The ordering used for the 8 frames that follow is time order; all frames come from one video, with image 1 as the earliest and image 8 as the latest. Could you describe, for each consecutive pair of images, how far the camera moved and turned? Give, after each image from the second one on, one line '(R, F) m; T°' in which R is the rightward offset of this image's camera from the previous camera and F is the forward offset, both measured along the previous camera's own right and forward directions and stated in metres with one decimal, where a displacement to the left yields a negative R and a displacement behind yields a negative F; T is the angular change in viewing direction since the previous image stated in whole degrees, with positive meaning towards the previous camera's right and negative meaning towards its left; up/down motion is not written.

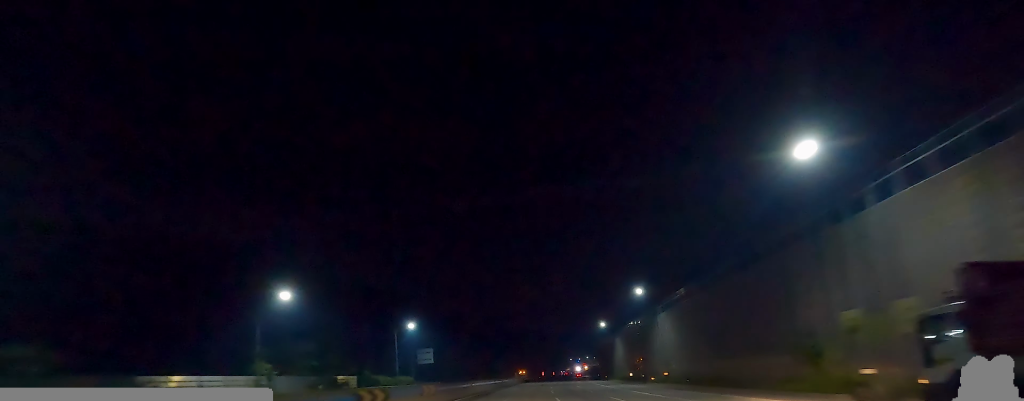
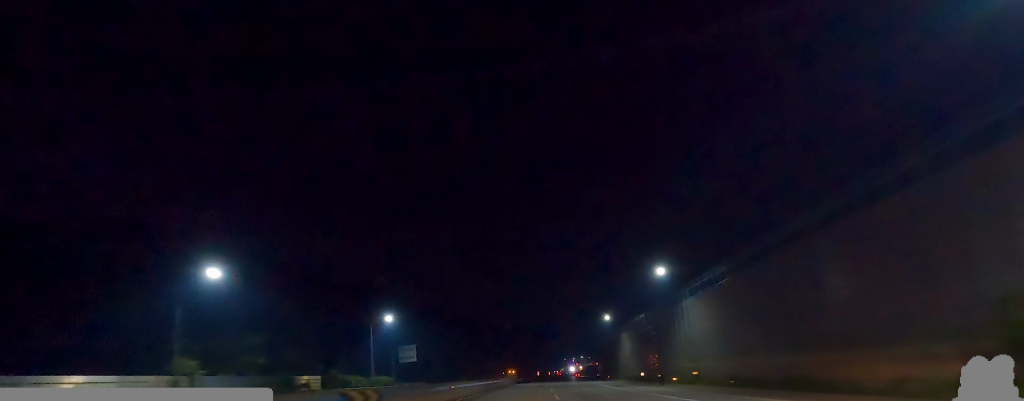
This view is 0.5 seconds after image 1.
(+0.1, +13.6) m; 0°
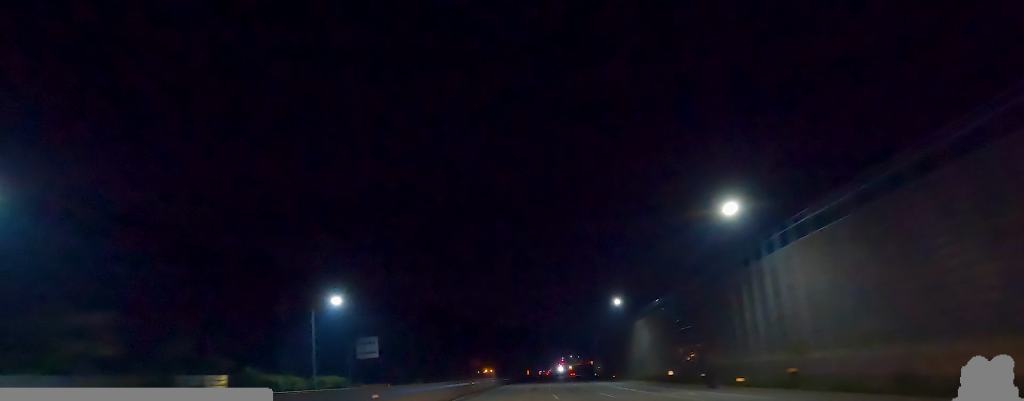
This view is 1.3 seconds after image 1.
(-0.1, +21.5) m; 0°
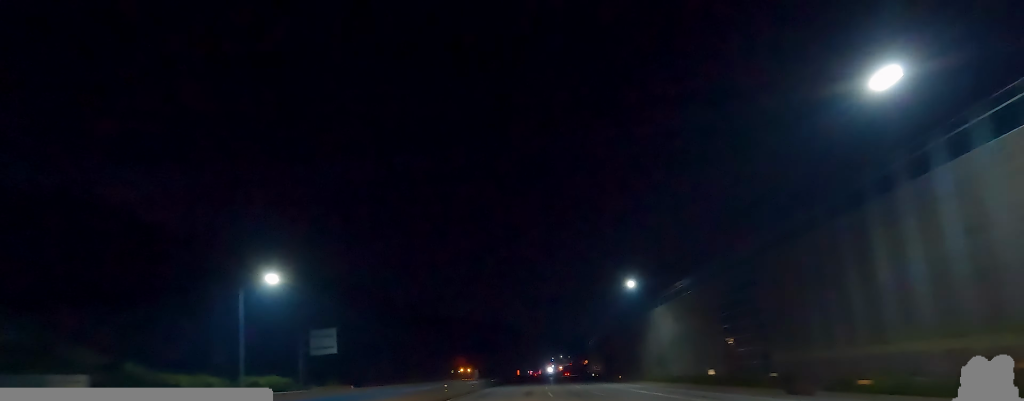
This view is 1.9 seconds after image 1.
(+0.1, +16.2) m; +1°
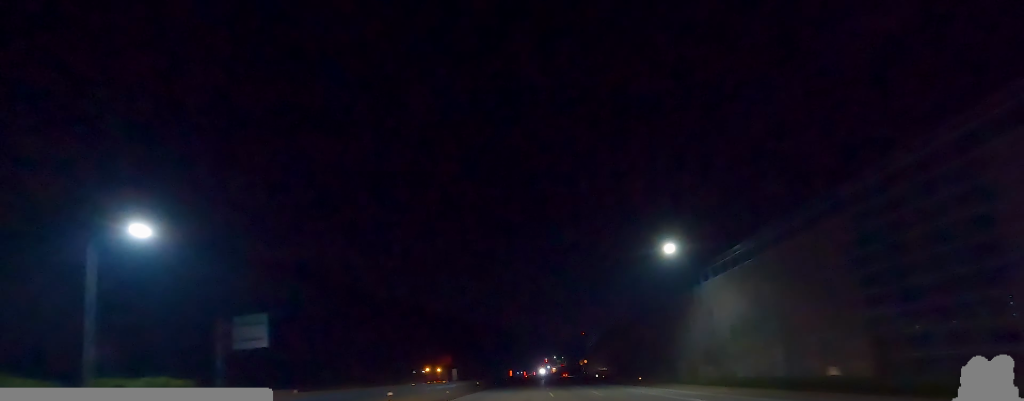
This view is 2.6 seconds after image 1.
(+0.1, +18.8) m; +1°
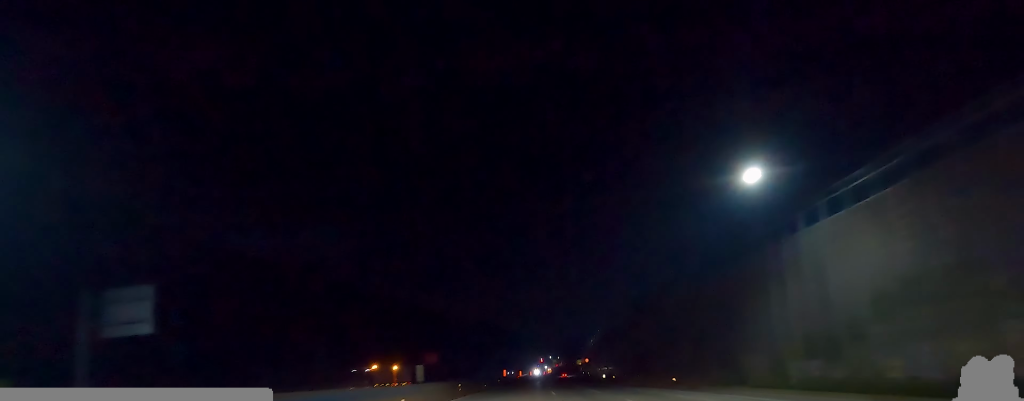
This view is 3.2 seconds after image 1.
(+0.4, +16.8) m; +1°
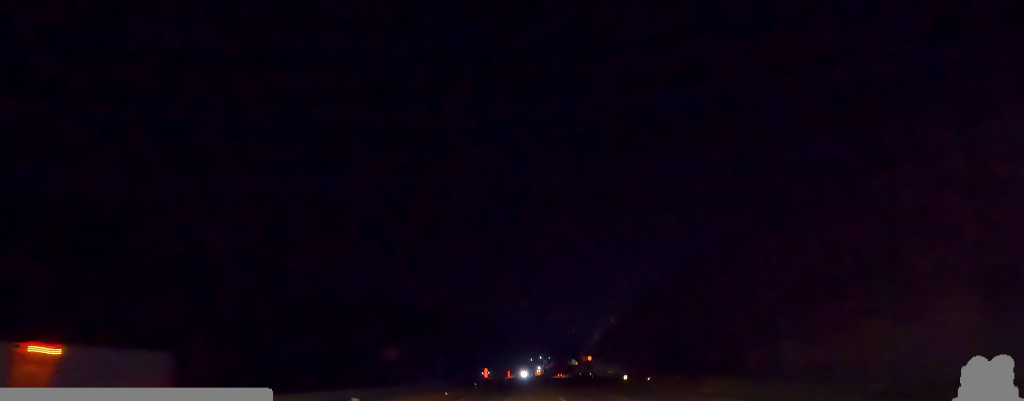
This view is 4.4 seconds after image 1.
(+0.2, +31.3) m; 0°
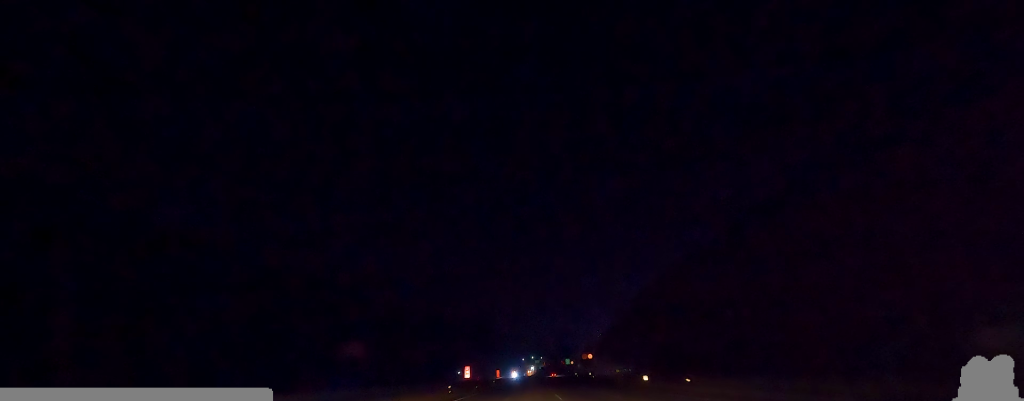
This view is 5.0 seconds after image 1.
(0.0, +17.1) m; +1°
